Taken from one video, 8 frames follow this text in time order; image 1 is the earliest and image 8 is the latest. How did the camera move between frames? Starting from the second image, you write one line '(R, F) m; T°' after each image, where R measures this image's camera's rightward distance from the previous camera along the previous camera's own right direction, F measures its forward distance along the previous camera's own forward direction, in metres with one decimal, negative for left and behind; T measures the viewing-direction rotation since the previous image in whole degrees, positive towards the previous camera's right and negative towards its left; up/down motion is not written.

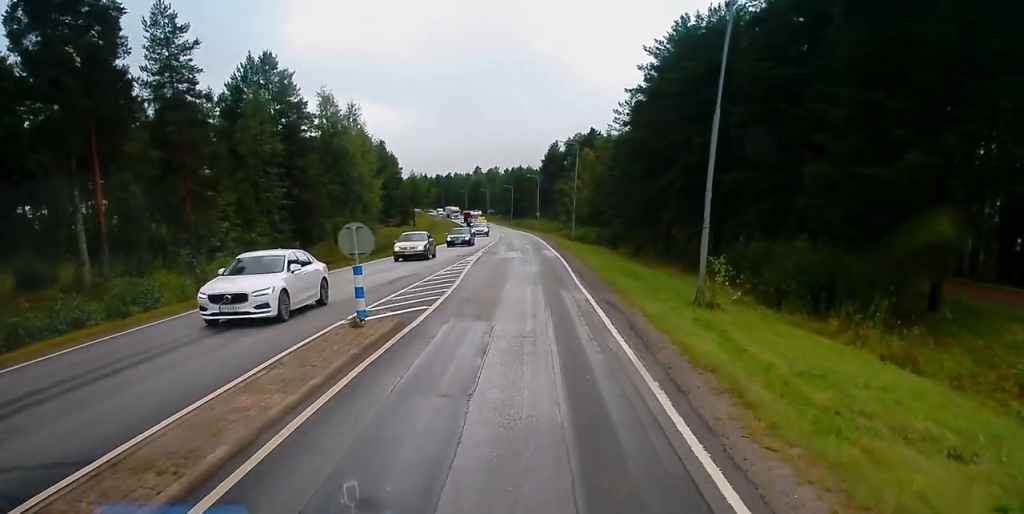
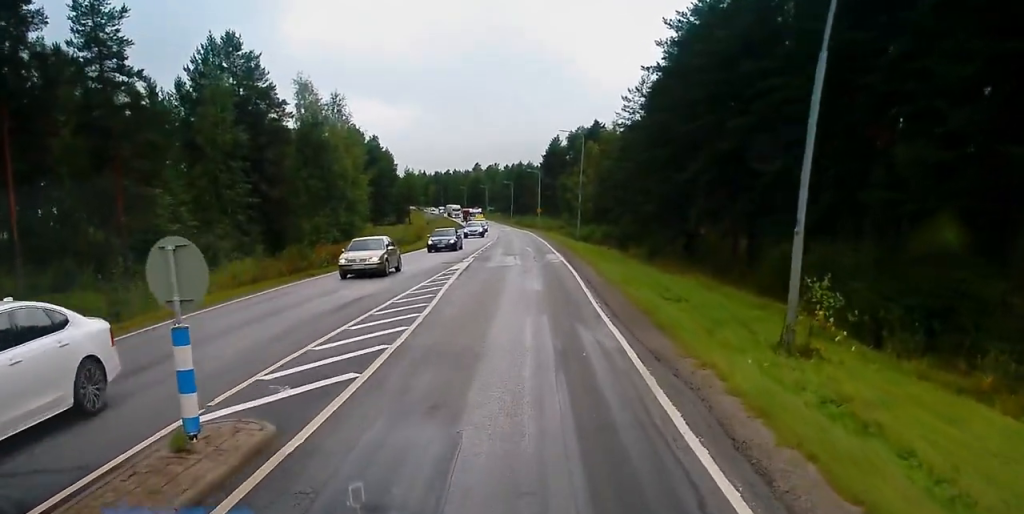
(-0.1, +7.4) m; -1°
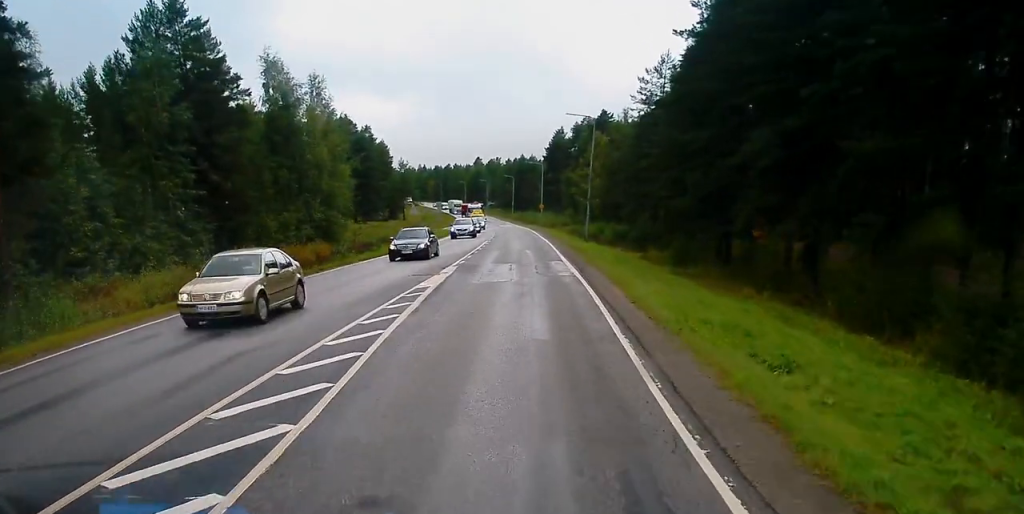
(0.0, +9.0) m; 0°
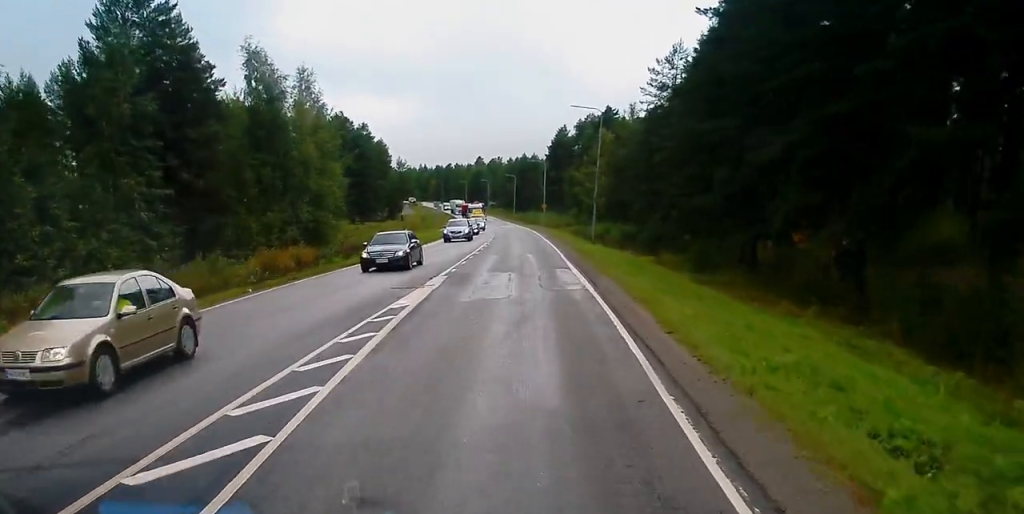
(0.0, +4.3) m; 0°
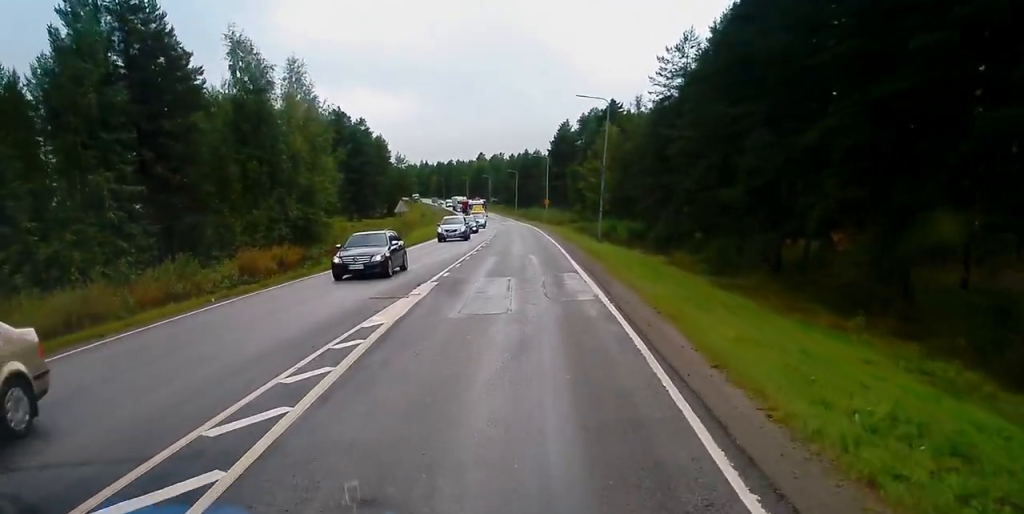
(0.0, +3.2) m; 0°
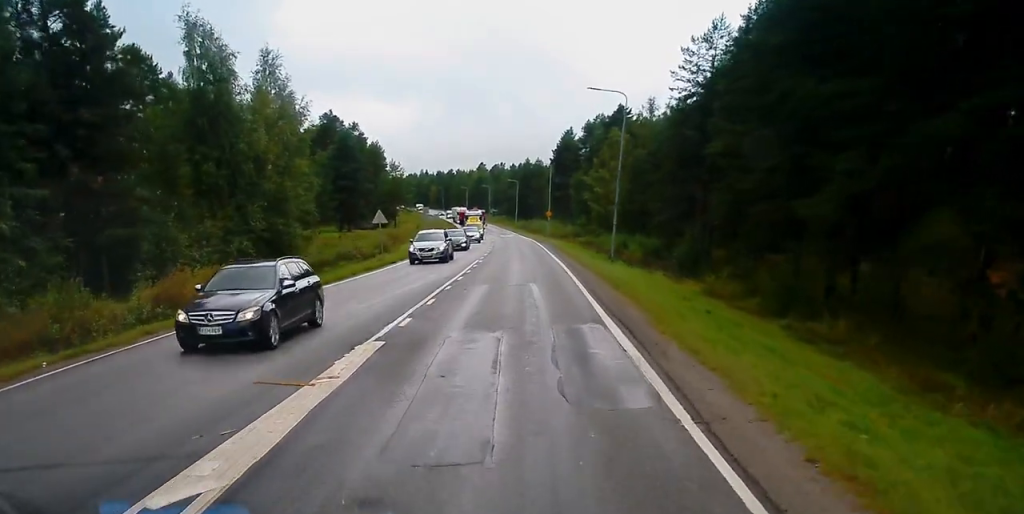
(0.0, +8.0) m; 0°
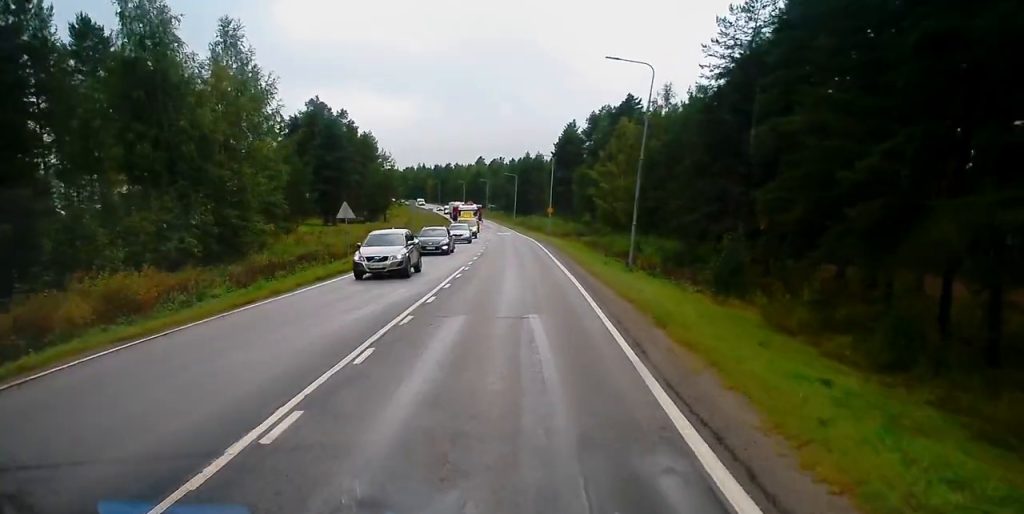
(0.0, +8.0) m; 0°
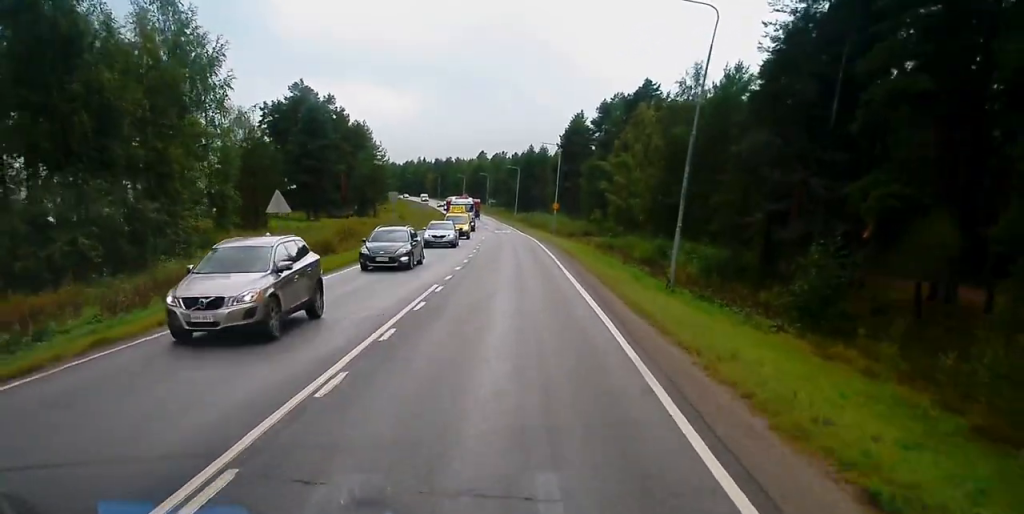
(+0.1, +10.3) m; +1°
